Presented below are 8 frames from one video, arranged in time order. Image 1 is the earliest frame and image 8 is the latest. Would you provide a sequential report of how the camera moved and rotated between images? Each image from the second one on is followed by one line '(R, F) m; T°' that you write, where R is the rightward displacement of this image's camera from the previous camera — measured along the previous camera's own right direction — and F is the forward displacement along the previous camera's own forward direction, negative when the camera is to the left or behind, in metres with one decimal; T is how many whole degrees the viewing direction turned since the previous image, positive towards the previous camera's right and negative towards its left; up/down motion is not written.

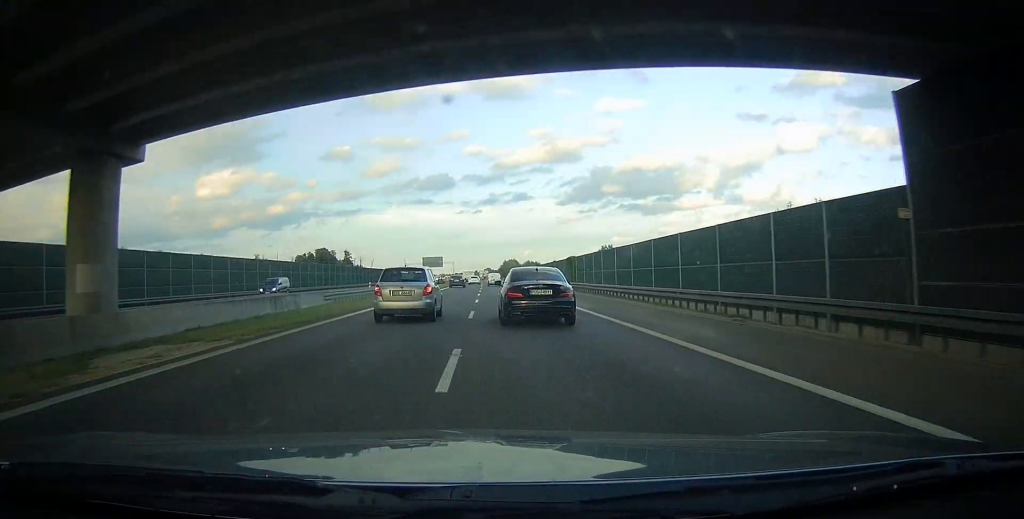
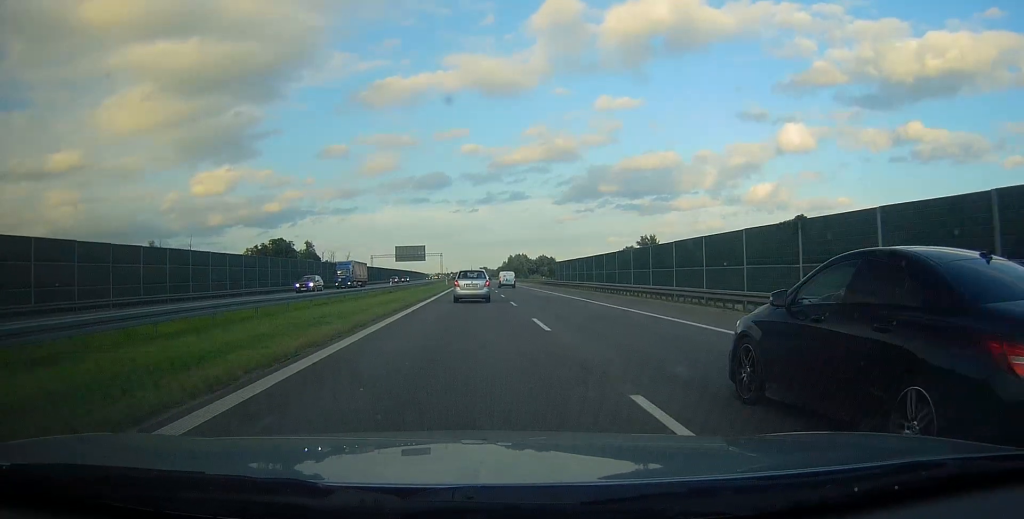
(-0.1, +86.4) m; 0°
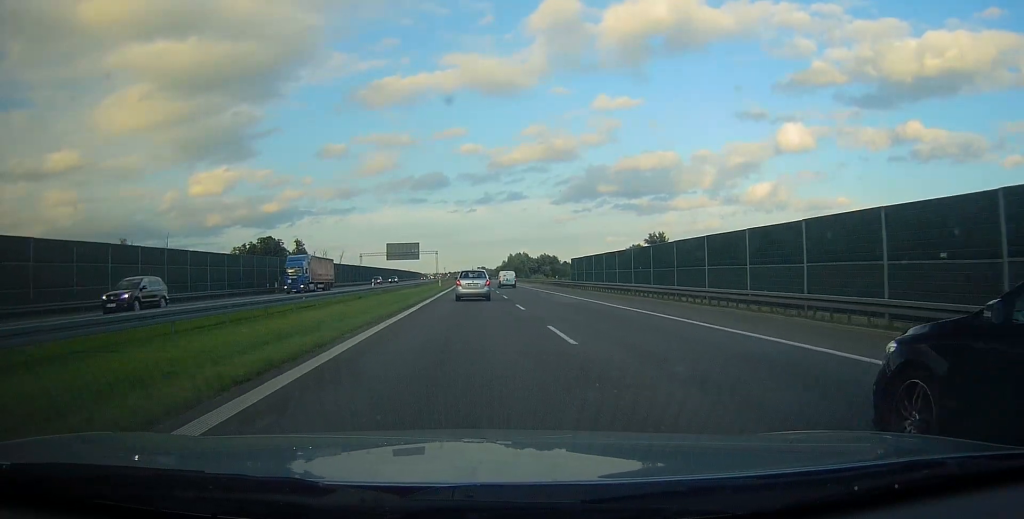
(+0.1, +15.2) m; 0°
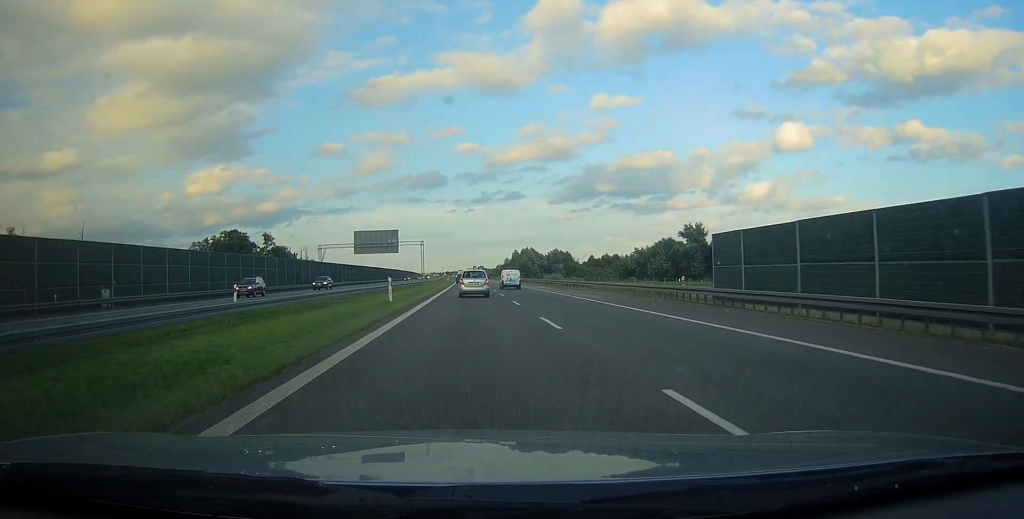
(+0.1, +44.0) m; 0°
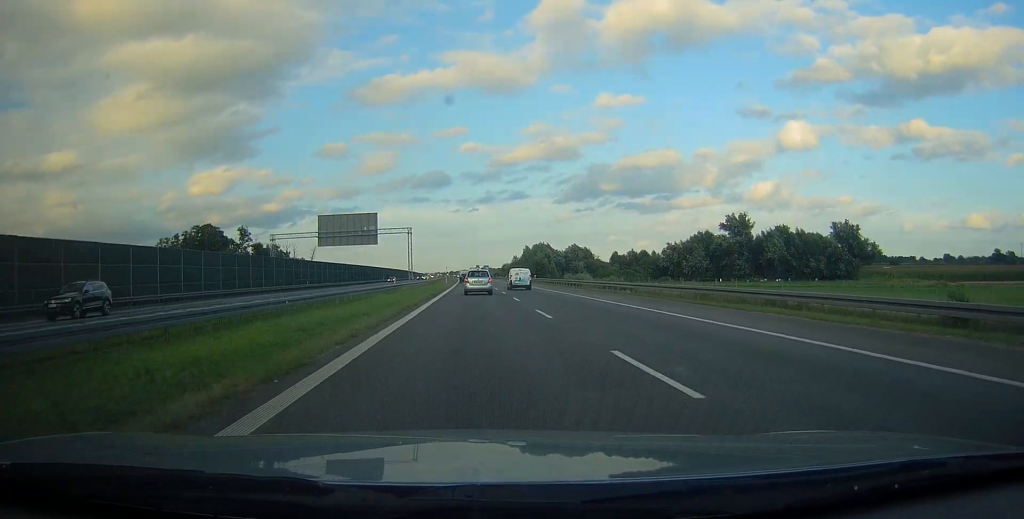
(-0.1, +32.2) m; 0°
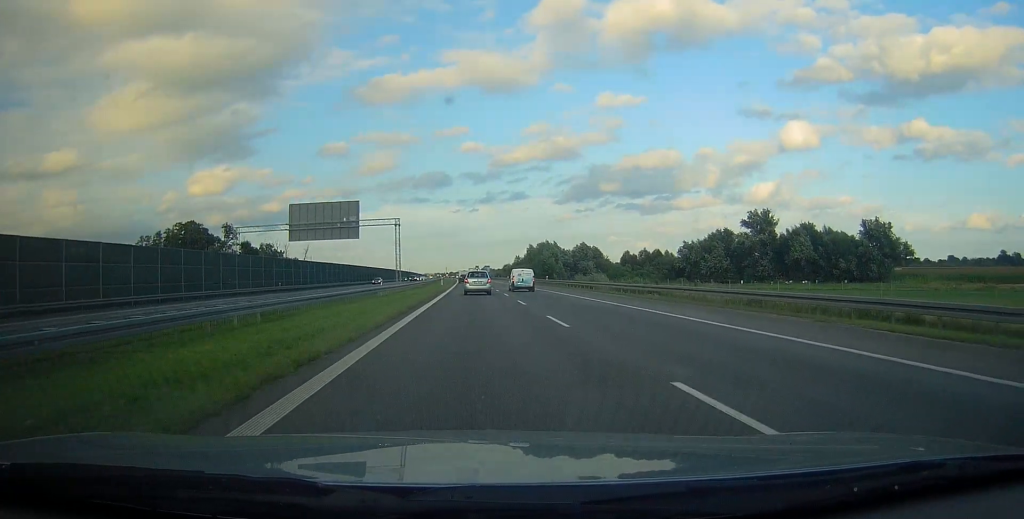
(0.0, +14.8) m; 0°
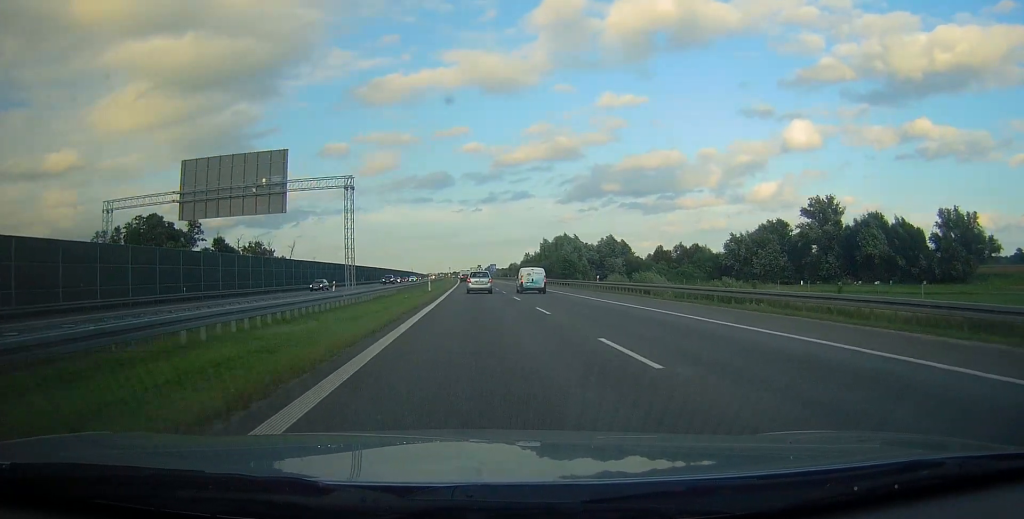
(0.0, +30.7) m; 0°
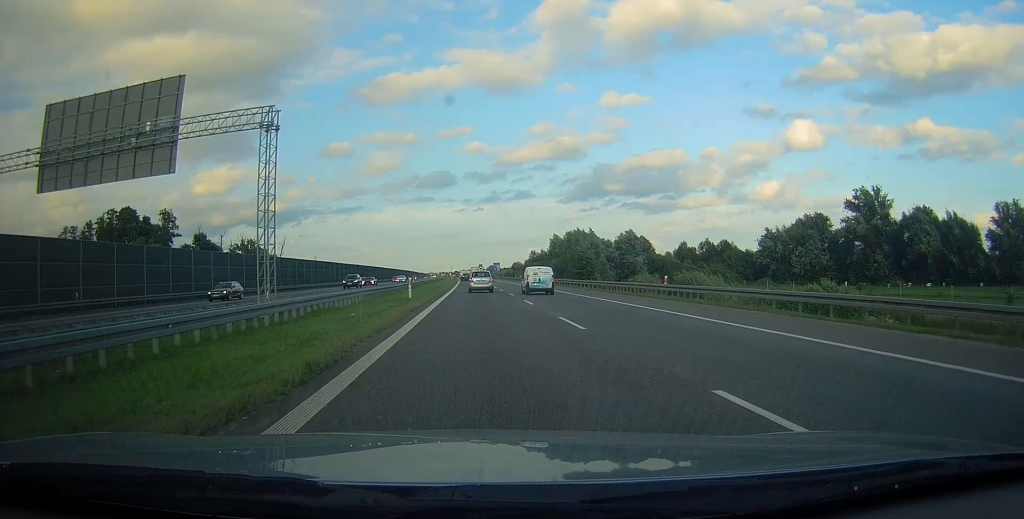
(0.0, +17.6) m; 0°
